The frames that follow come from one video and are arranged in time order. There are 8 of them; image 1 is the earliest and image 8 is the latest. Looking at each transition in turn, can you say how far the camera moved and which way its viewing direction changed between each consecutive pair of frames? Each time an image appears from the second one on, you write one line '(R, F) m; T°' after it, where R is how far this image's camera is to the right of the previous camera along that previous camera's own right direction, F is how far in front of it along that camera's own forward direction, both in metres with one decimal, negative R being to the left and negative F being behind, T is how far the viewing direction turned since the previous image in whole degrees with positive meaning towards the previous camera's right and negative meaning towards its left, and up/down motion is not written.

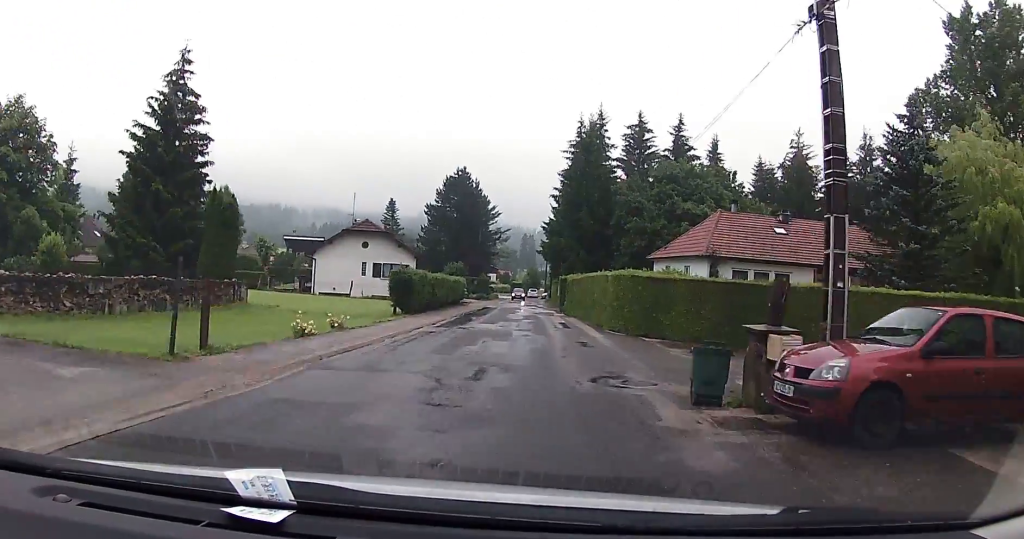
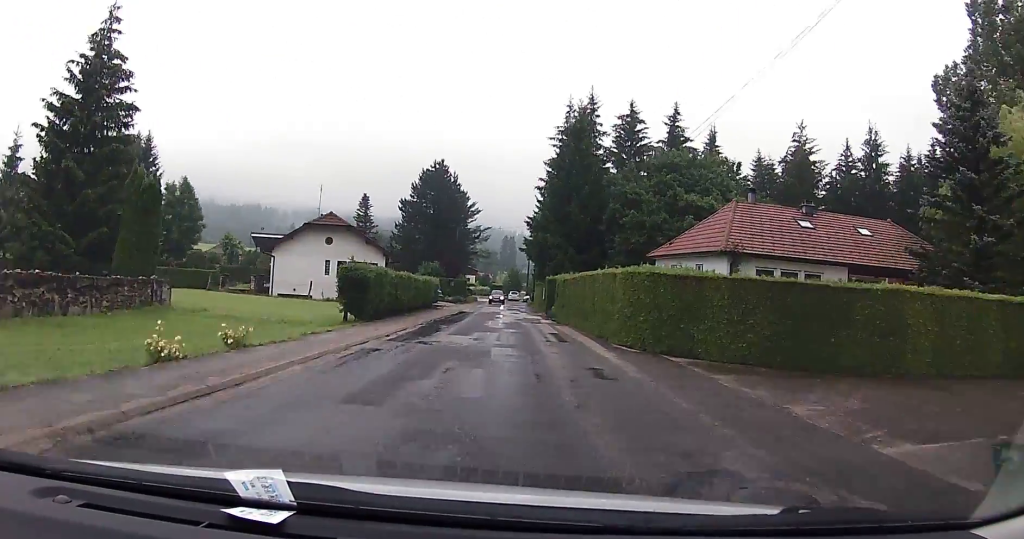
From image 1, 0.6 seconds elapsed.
(0.0, +6.2) m; +1°
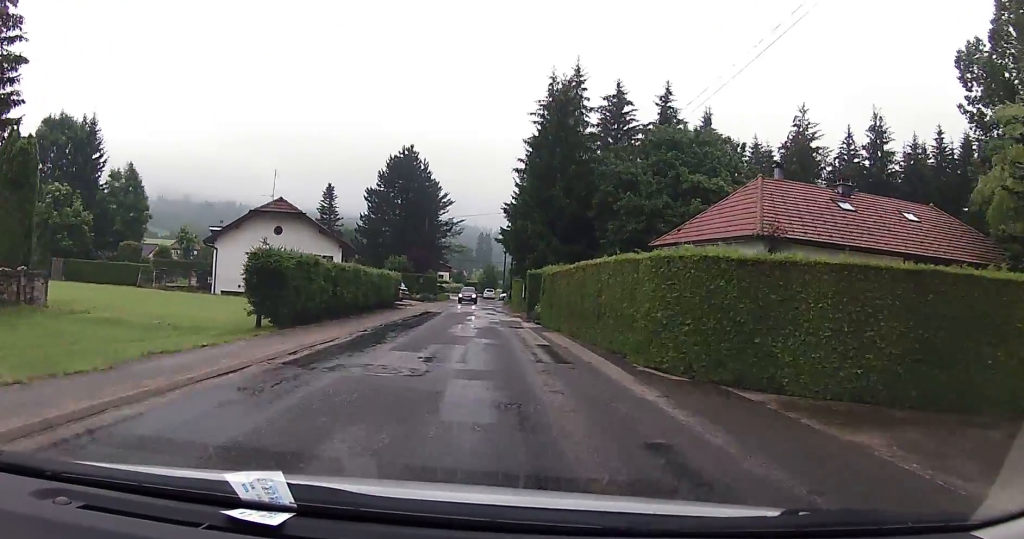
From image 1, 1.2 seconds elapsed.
(+0.1, +7.0) m; +1°
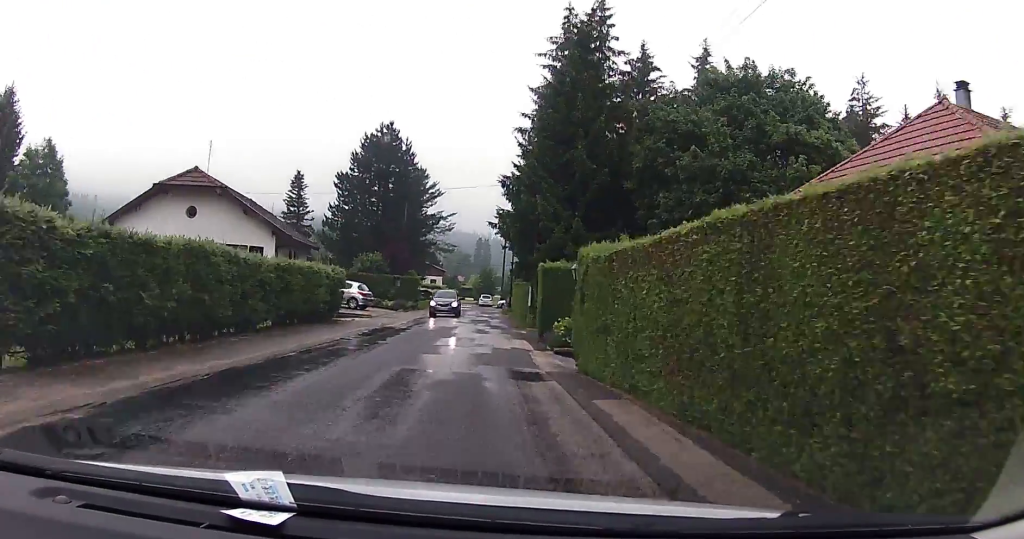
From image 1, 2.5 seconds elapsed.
(+0.2, +13.9) m; +1°
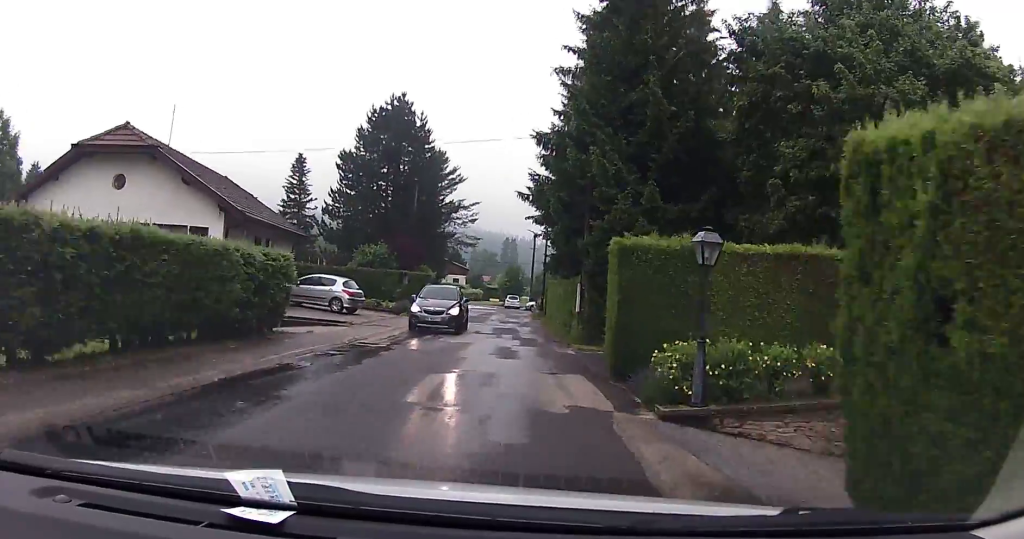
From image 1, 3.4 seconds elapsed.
(0.0, +10.1) m; 0°
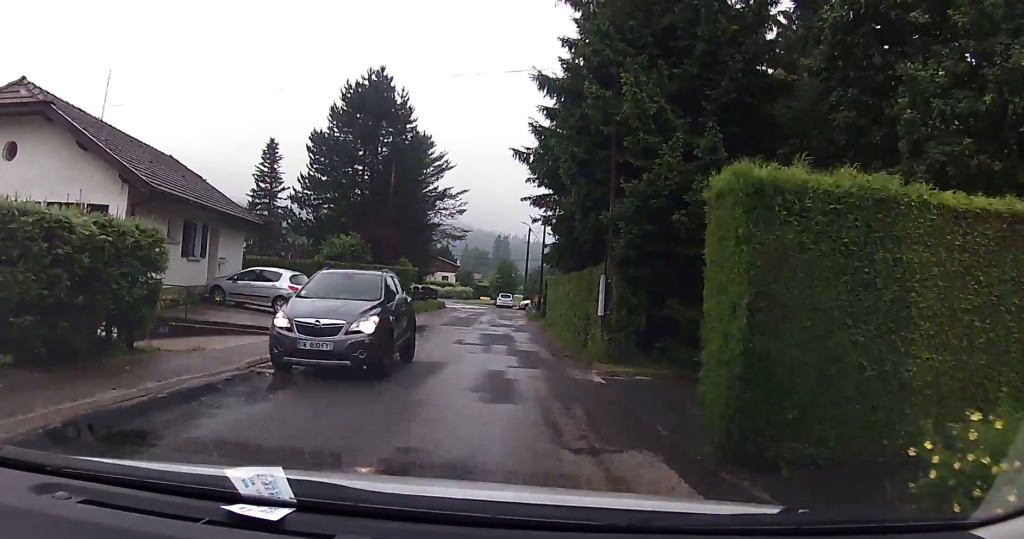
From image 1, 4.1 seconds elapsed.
(0.0, +6.7) m; 0°
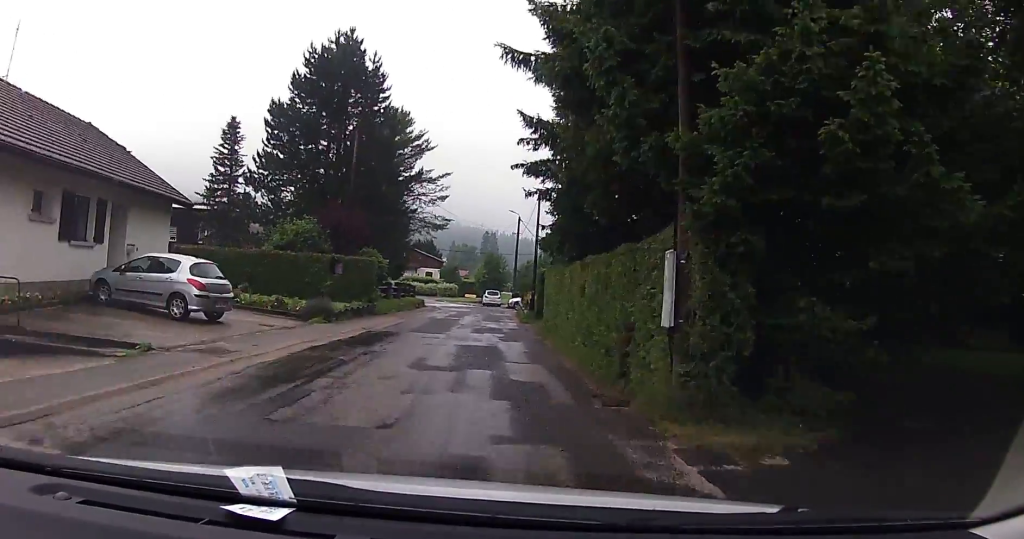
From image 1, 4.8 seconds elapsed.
(0.0, +6.9) m; 0°
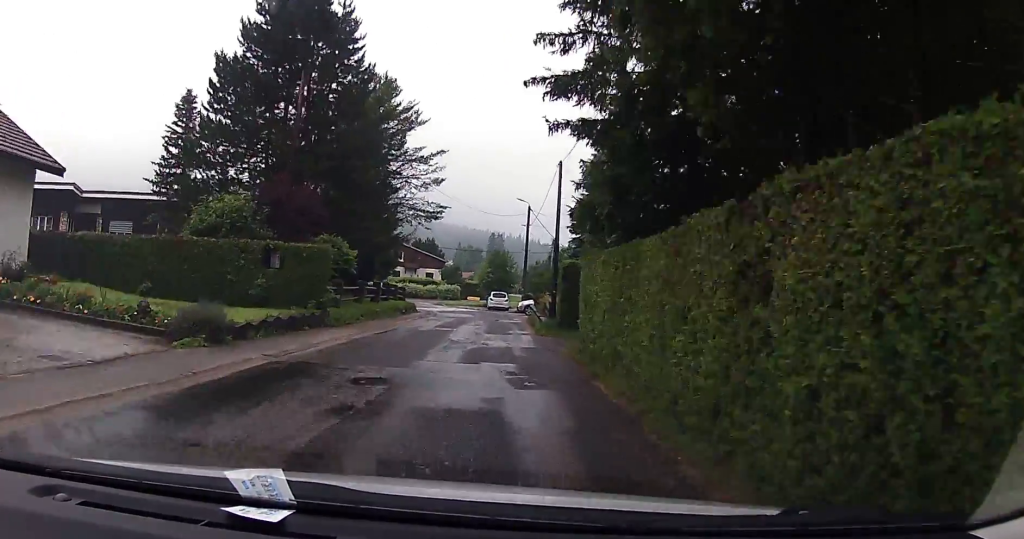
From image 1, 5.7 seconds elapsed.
(0.0, +9.3) m; +1°
